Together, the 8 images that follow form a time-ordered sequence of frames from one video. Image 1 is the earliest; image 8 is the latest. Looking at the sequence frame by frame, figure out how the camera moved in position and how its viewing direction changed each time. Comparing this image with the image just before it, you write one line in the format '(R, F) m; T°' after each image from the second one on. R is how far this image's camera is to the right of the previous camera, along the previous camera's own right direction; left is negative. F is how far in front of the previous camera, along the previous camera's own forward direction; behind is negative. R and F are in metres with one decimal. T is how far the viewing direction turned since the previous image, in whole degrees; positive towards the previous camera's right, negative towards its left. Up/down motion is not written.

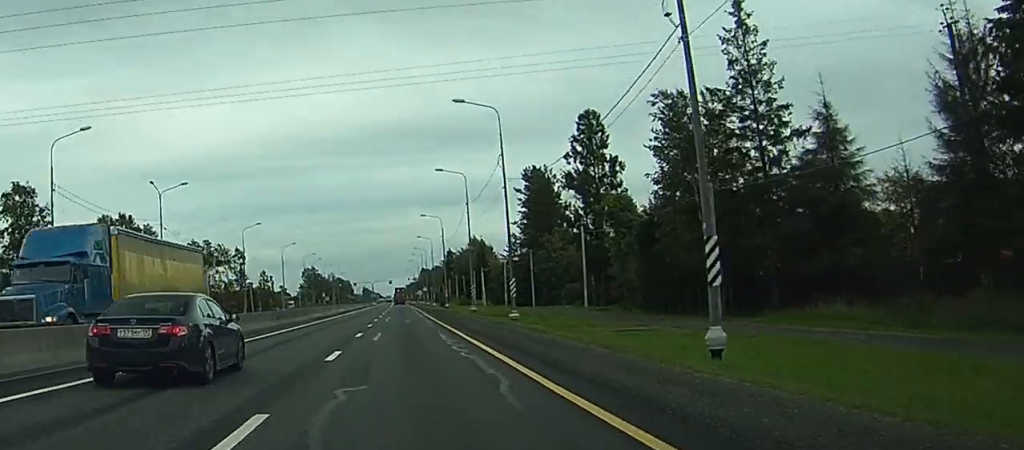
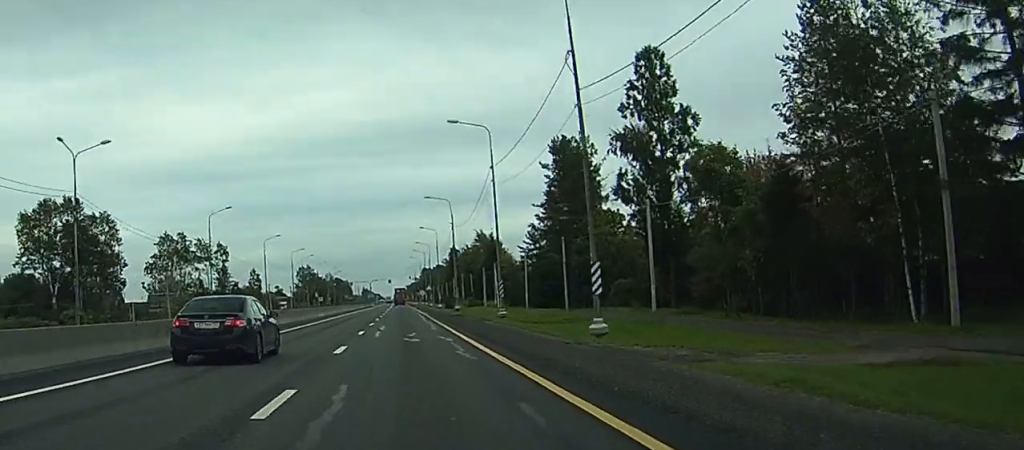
(0.0, +21.2) m; 0°
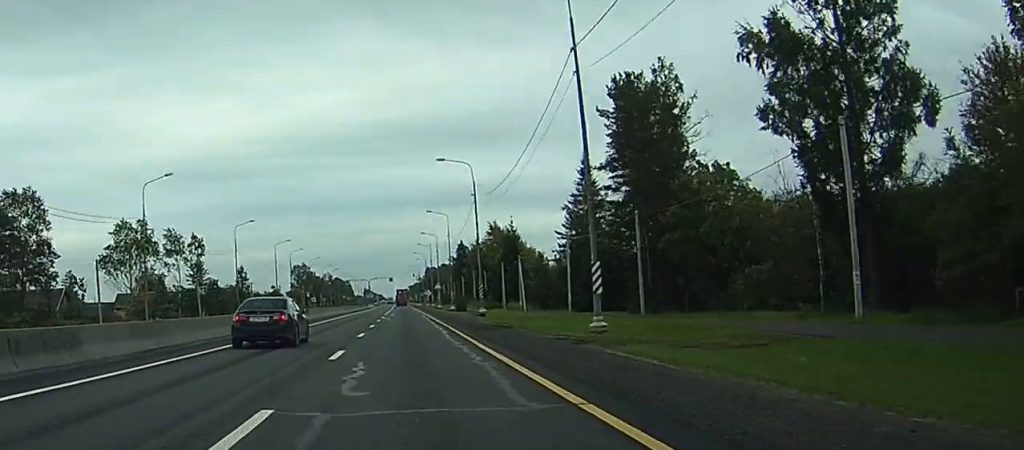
(-0.1, +26.6) m; 0°
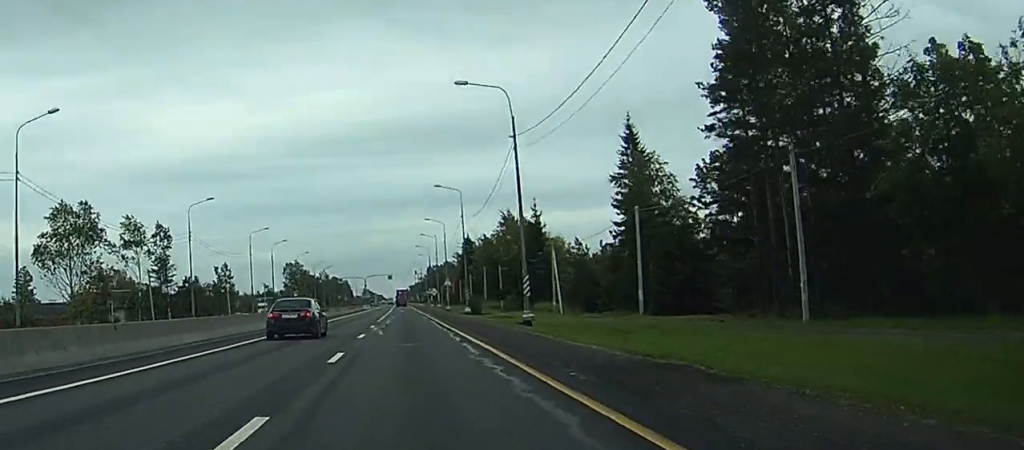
(0.0, +24.4) m; 0°
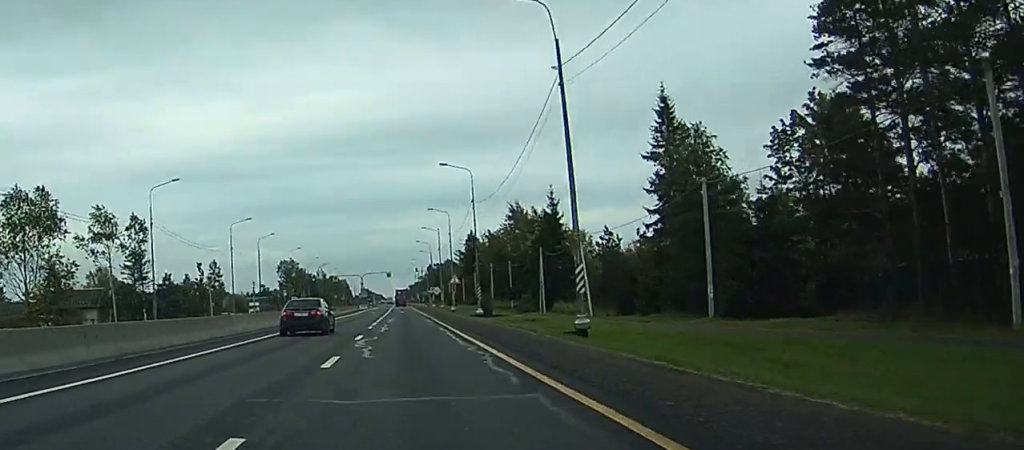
(-0.1, +13.3) m; 0°
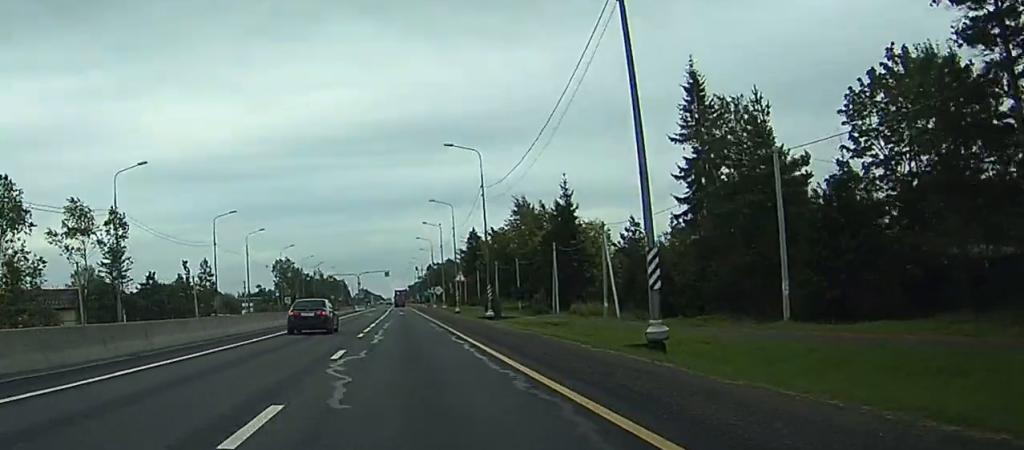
(0.0, +9.1) m; 0°
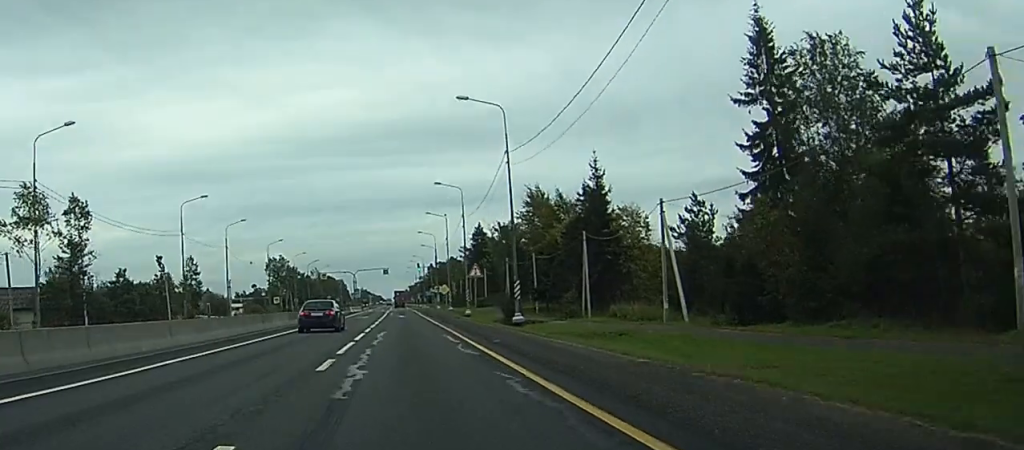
(0.0, +14.7) m; 0°
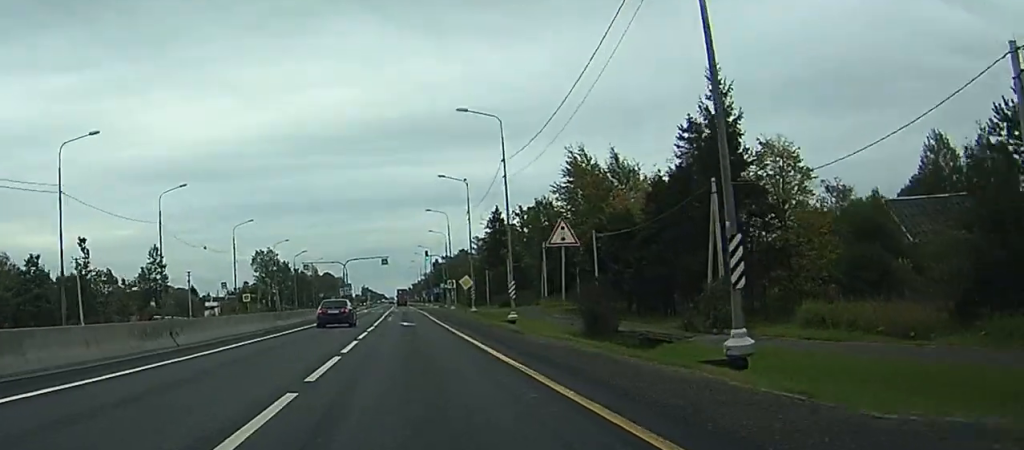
(+0.2, +30.9) m; +2°
